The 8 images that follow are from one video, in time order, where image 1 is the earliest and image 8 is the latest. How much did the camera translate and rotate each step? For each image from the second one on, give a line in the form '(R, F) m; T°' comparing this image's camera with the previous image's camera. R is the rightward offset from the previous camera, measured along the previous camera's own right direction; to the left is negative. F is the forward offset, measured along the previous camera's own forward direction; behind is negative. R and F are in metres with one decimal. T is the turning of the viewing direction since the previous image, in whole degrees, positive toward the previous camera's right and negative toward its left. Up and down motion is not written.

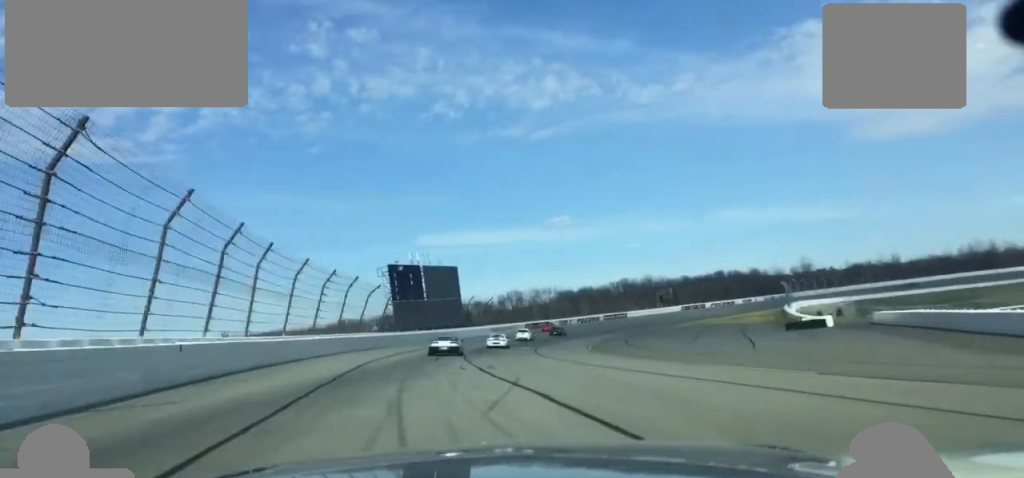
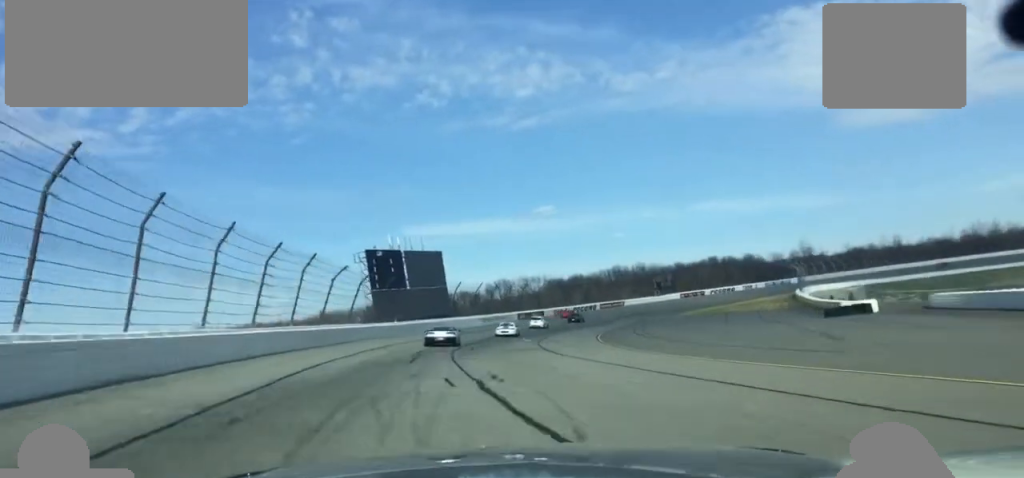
(+0.3, +12.3) m; +1°
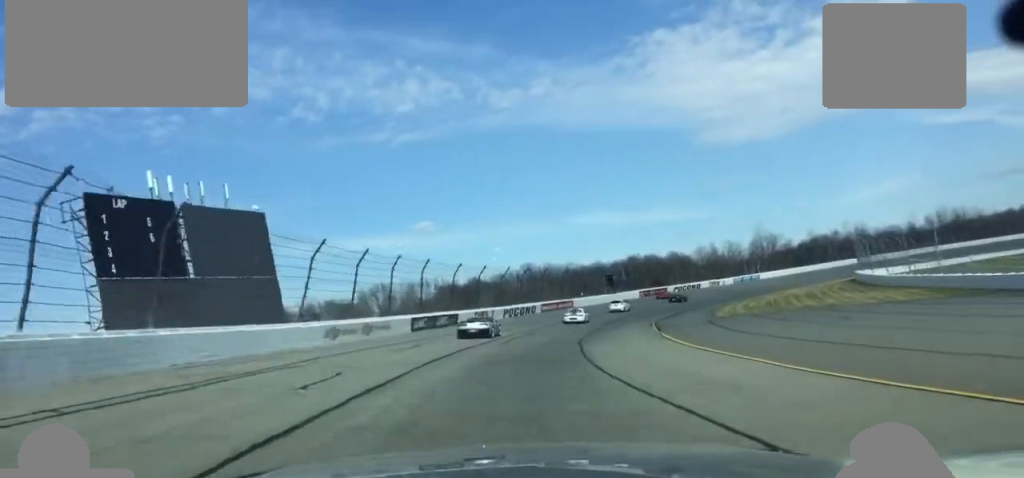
(+6.0, +64.5) m; +11°
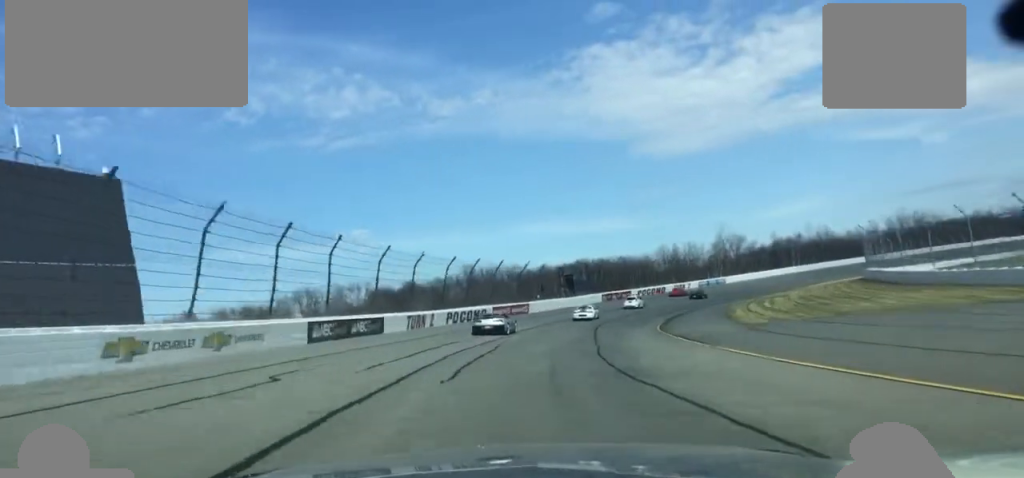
(+0.7, +20.4) m; +3°
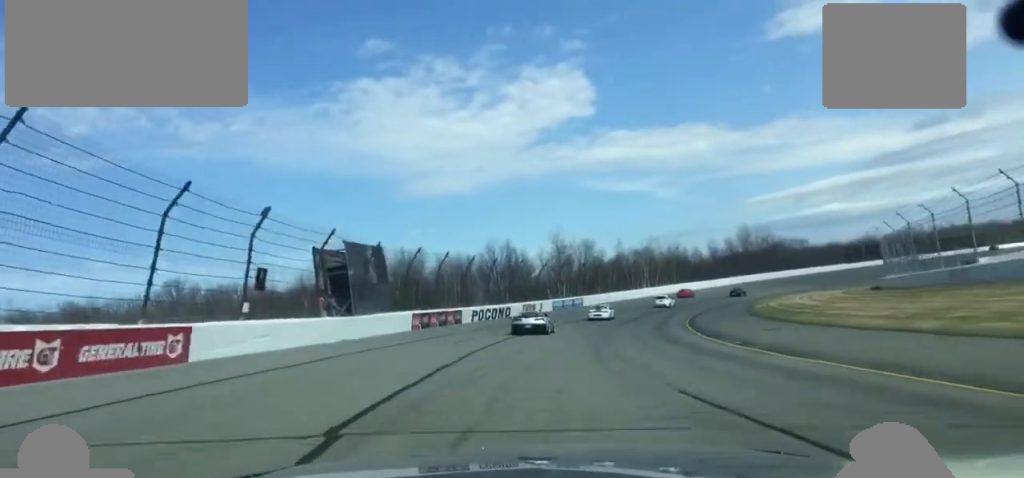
(+6.2, +63.4) m; +15°
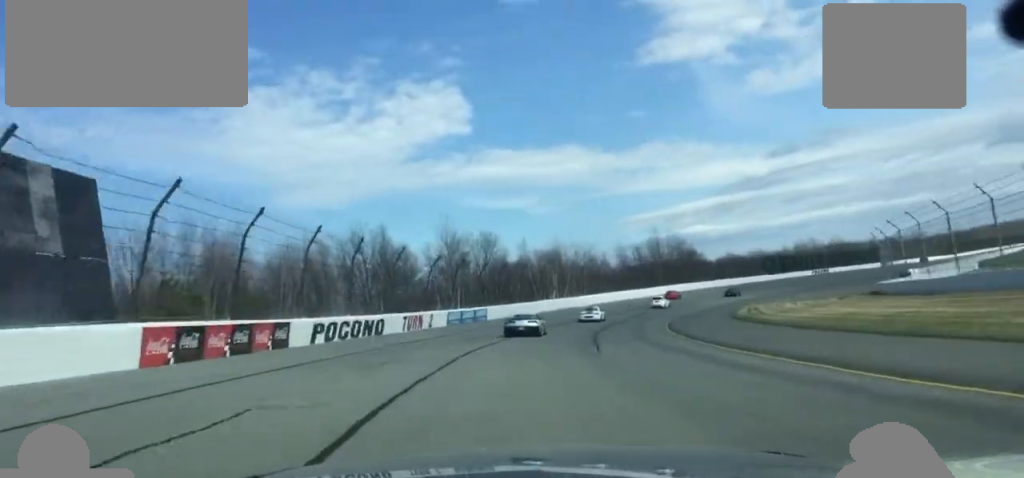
(+1.8, +29.4) m; +8°
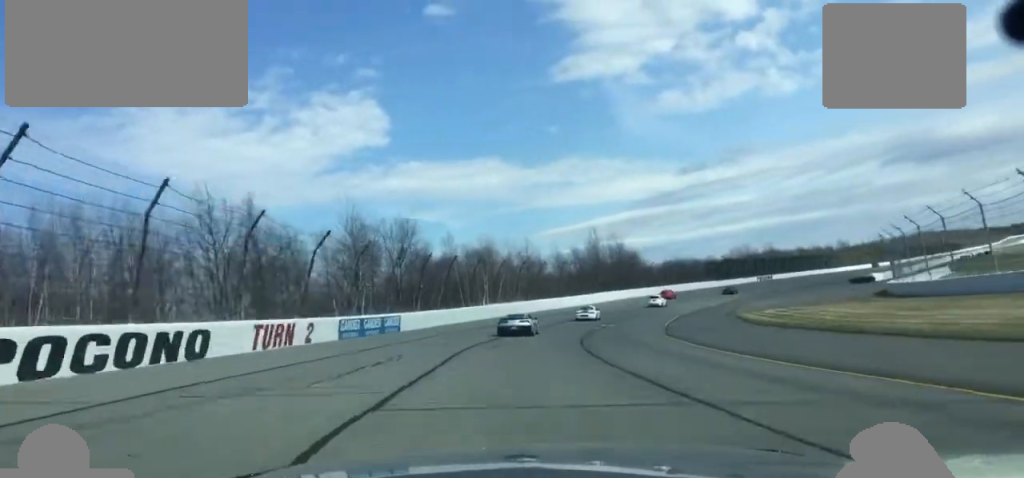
(+1.5, +21.3) m; +6°
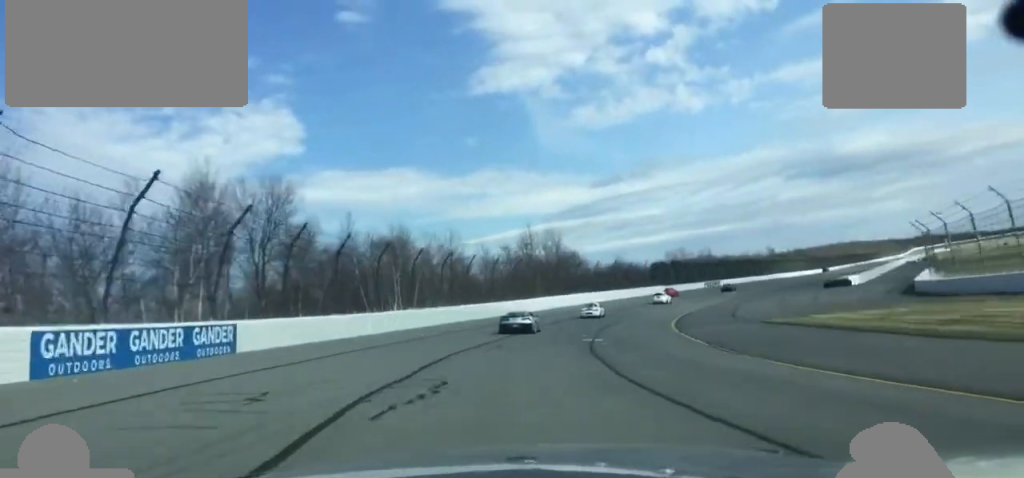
(+1.1, +24.0) m; +7°
